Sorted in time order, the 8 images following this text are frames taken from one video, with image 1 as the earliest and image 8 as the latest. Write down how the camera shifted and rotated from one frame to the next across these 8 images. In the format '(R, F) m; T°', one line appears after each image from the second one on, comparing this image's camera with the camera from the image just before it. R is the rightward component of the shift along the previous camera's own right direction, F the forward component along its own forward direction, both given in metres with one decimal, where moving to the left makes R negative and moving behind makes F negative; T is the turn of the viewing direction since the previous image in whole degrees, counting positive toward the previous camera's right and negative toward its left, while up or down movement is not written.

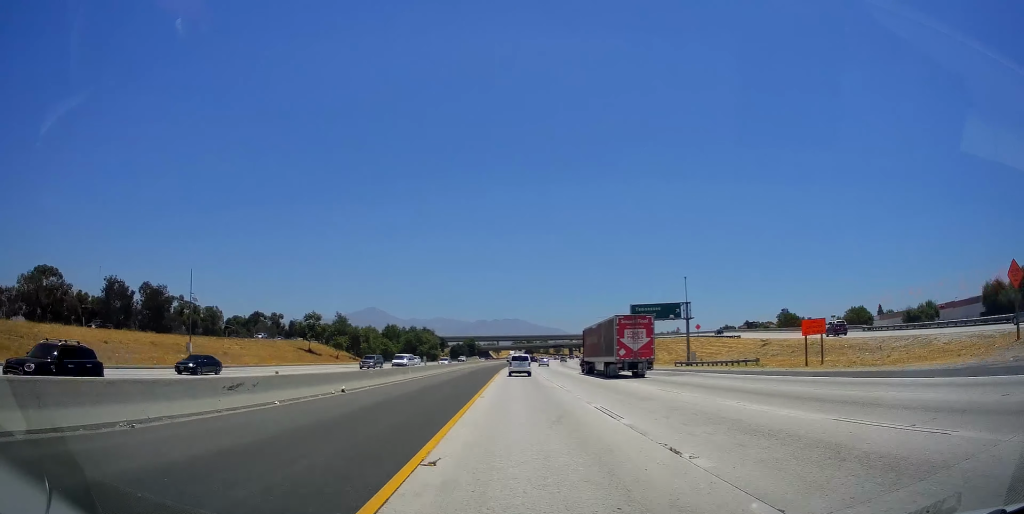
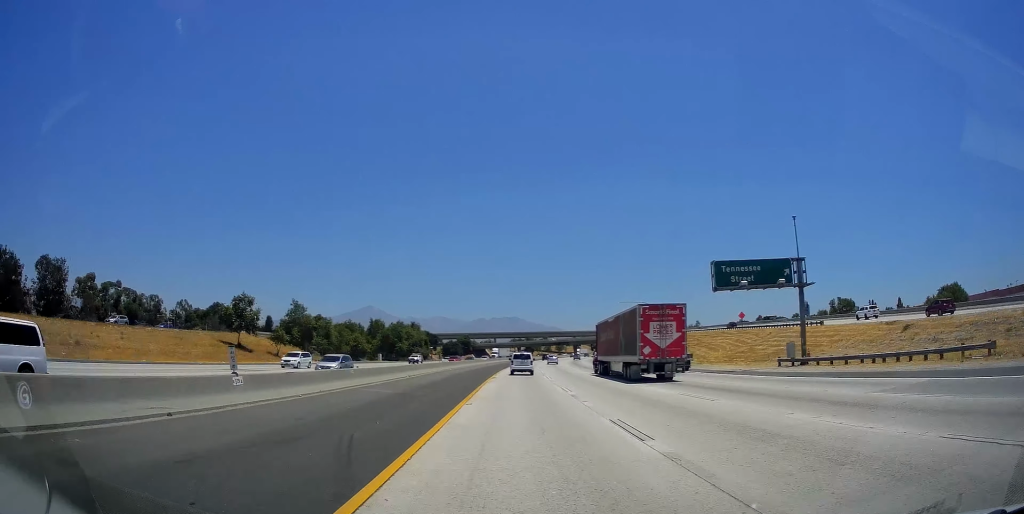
(0.0, +32.7) m; 0°
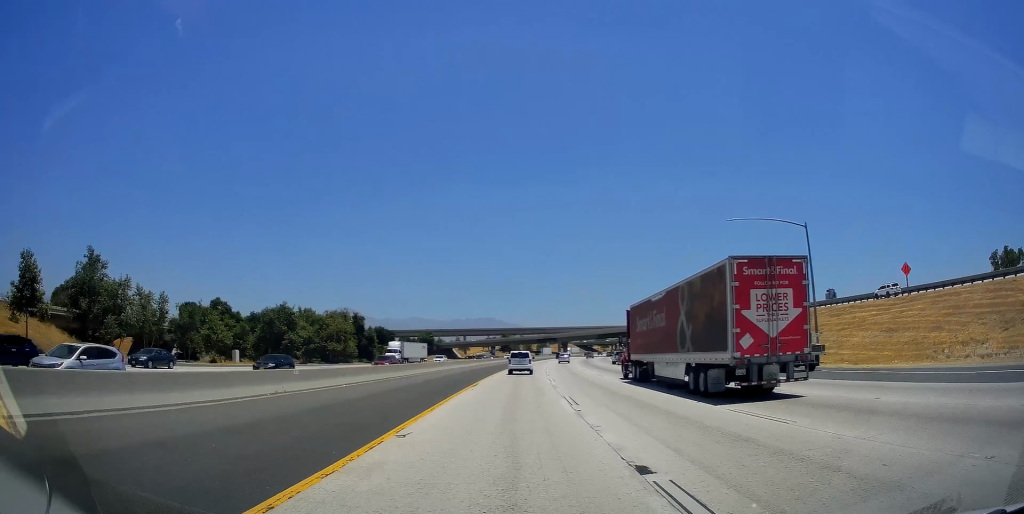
(+0.8, +63.3) m; +2°
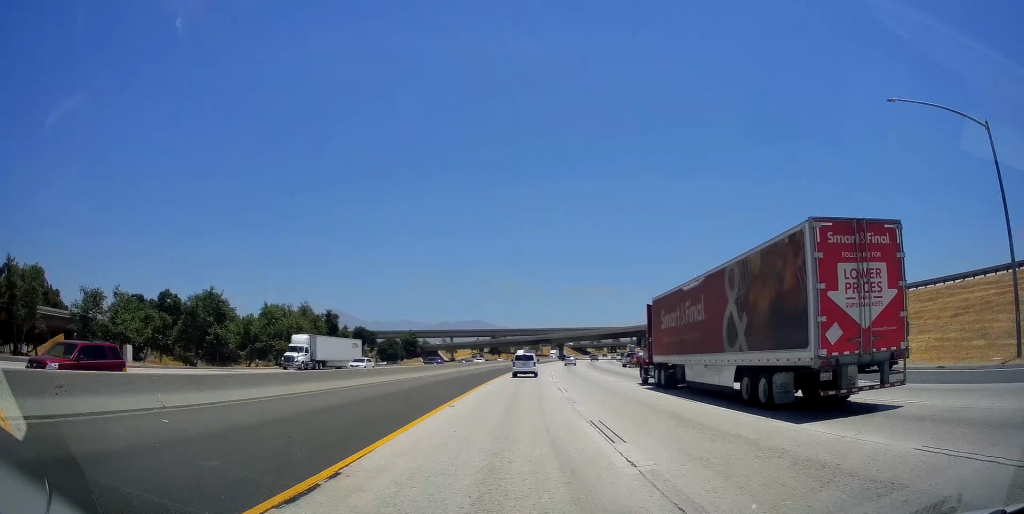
(+0.1, +22.1) m; +1°
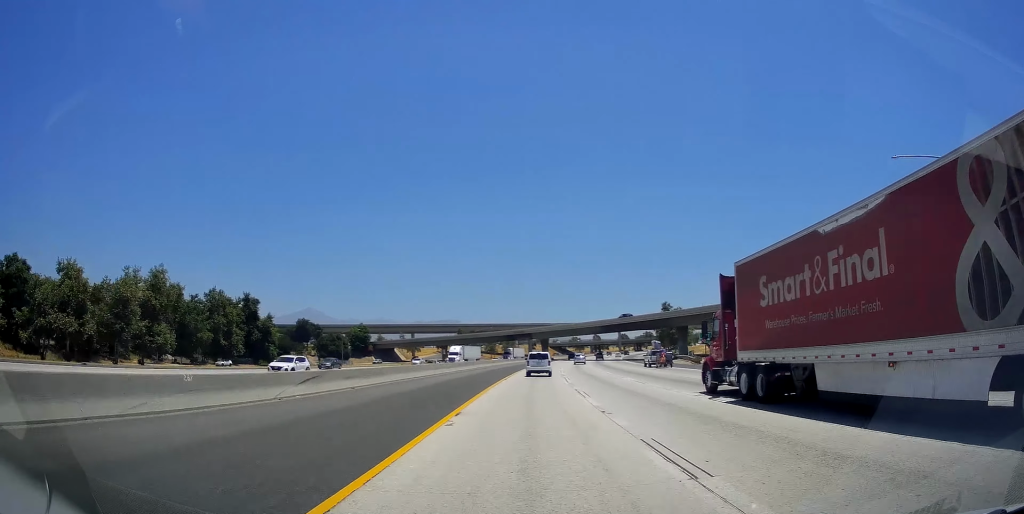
(+0.8, +48.8) m; +3°
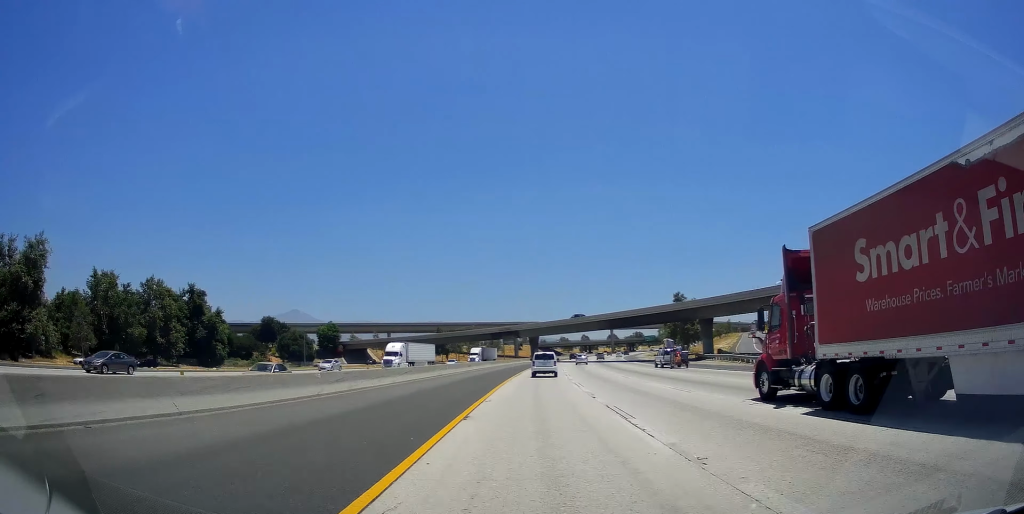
(+0.2, +22.9) m; +1°
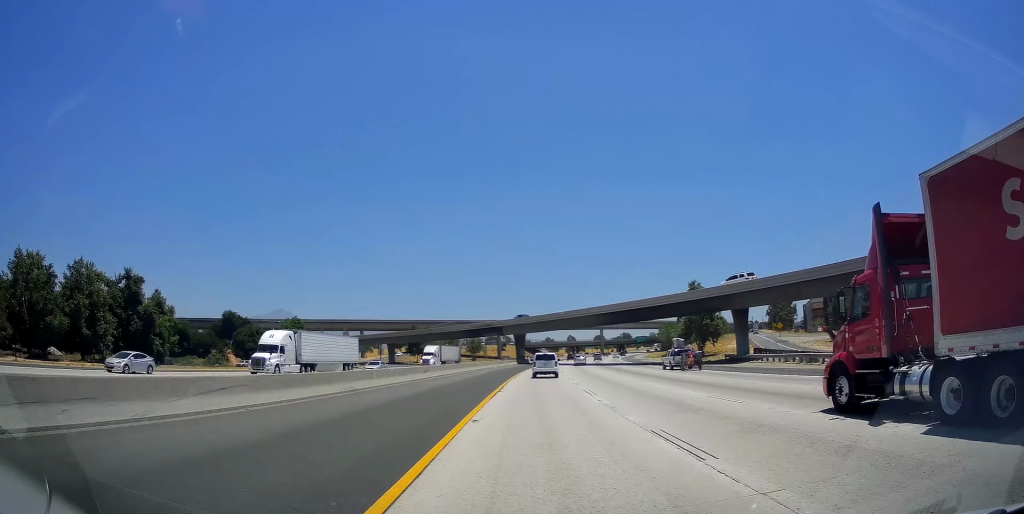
(+0.4, +19.2) m; +1°
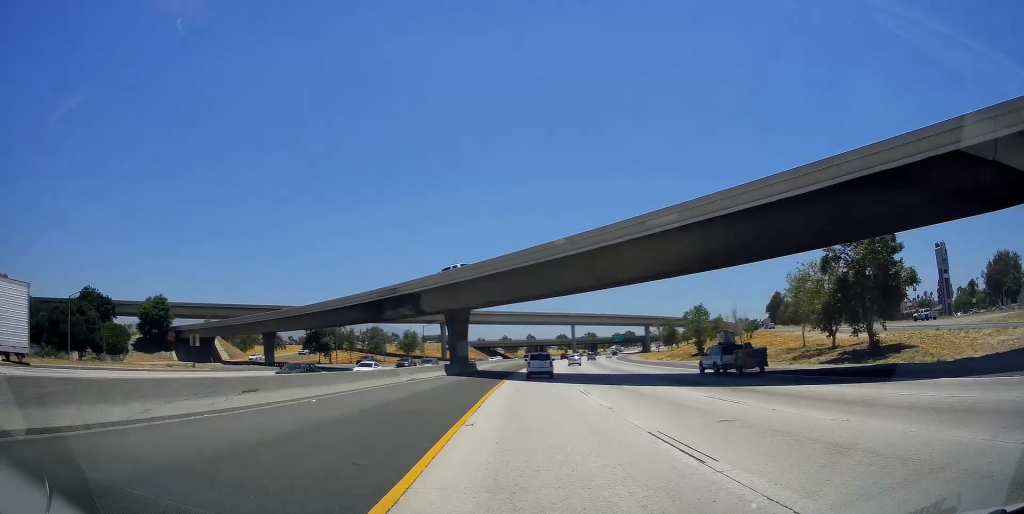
(+1.6, +56.9) m; +4°
